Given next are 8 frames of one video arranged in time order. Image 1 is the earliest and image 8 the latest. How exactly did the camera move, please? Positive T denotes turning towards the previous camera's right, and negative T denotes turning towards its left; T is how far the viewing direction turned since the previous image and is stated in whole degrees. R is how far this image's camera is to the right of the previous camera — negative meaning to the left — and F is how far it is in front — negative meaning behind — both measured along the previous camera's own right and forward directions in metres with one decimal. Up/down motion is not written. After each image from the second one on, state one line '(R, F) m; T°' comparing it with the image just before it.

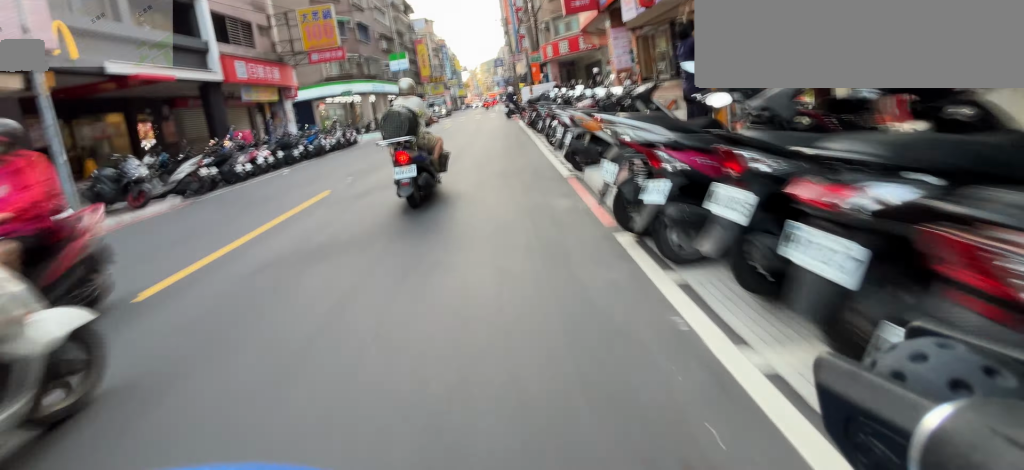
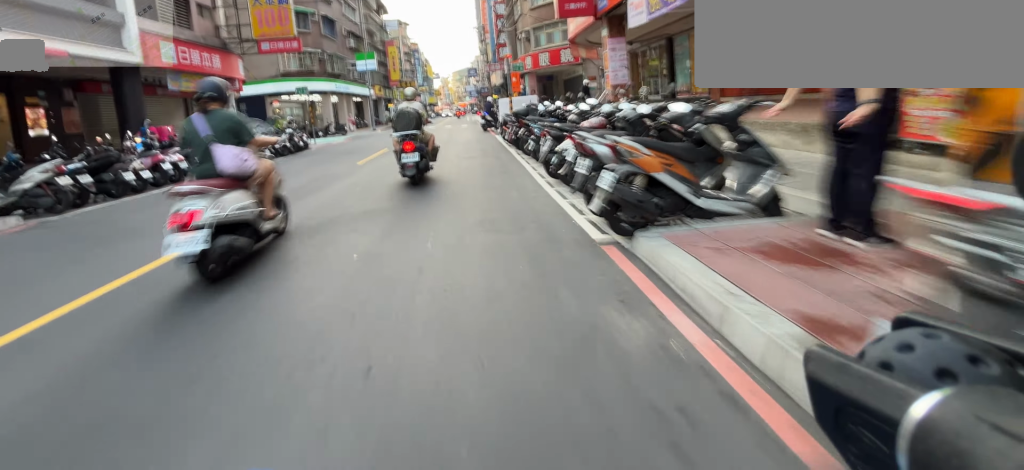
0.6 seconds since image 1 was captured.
(0.0, +2.1) m; +1°
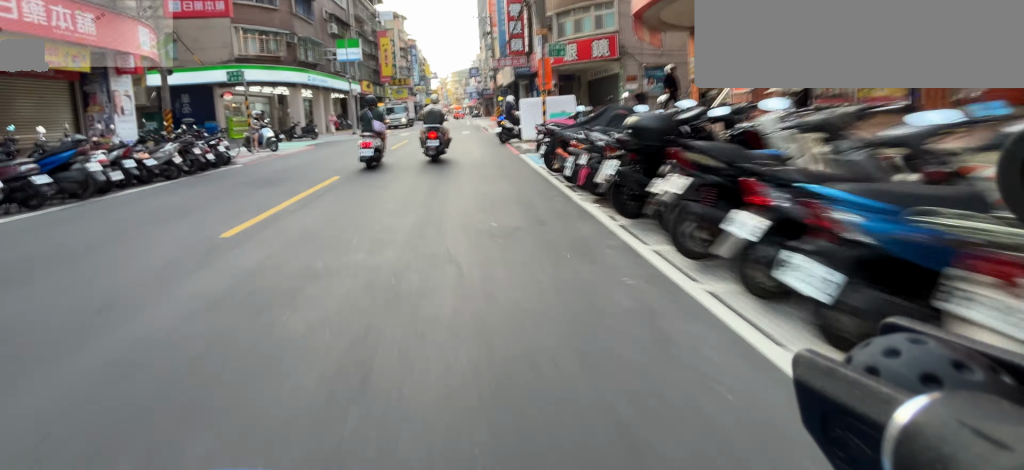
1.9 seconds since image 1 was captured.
(+0.1, +5.2) m; +2°
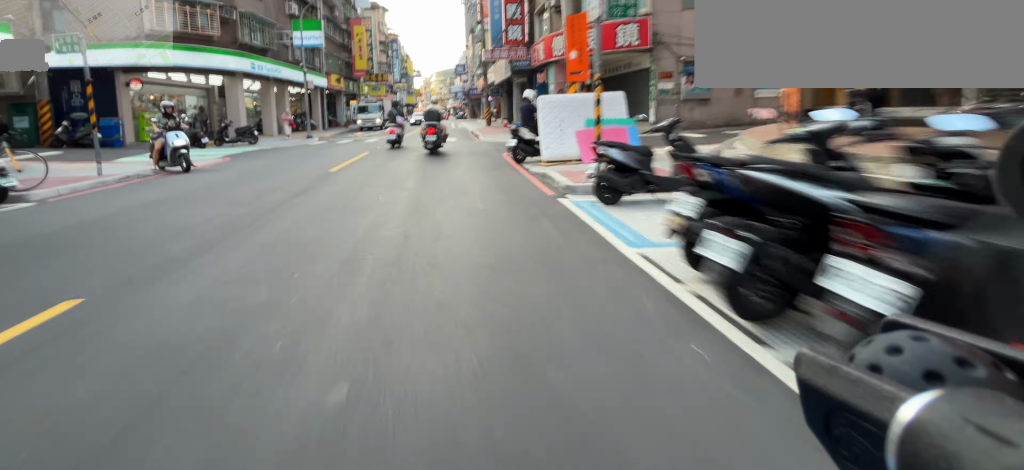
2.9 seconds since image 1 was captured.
(0.0, +4.6) m; +4°
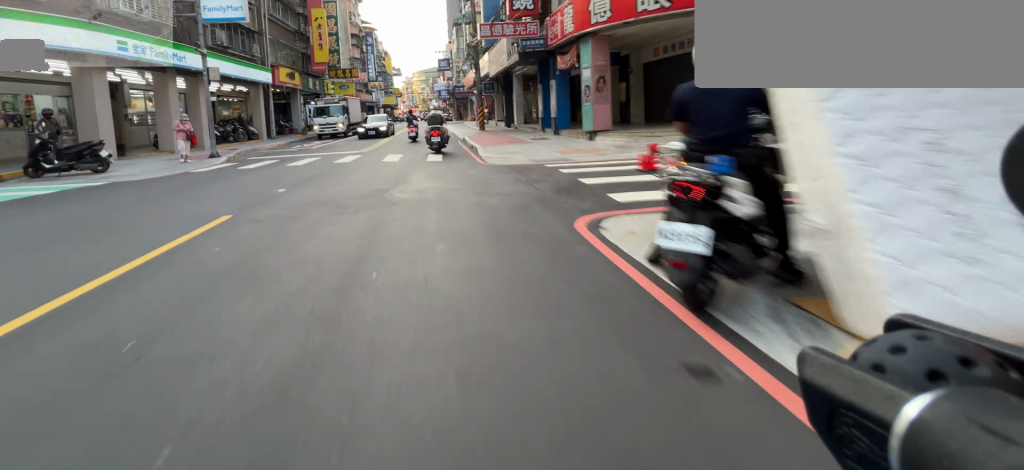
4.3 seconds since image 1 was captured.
(+0.5, +7.5) m; +9°
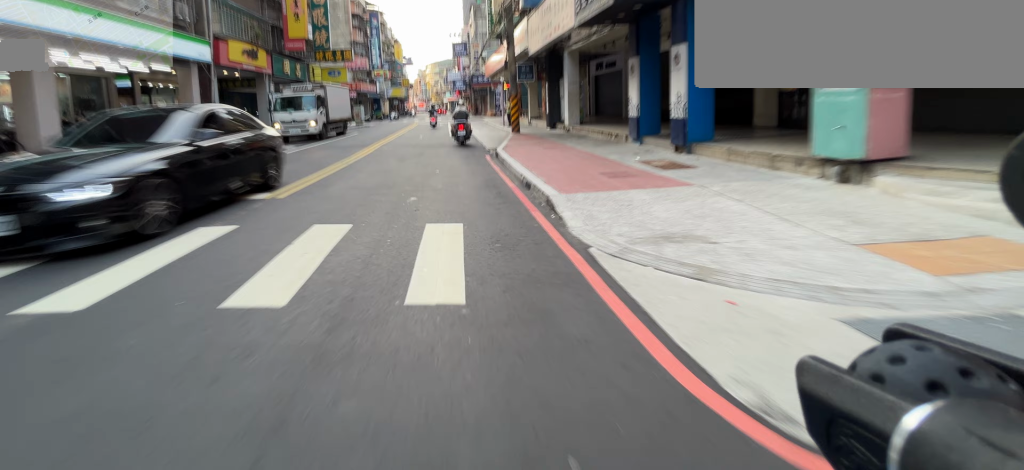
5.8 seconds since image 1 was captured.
(+0.2, +10.3) m; -2°
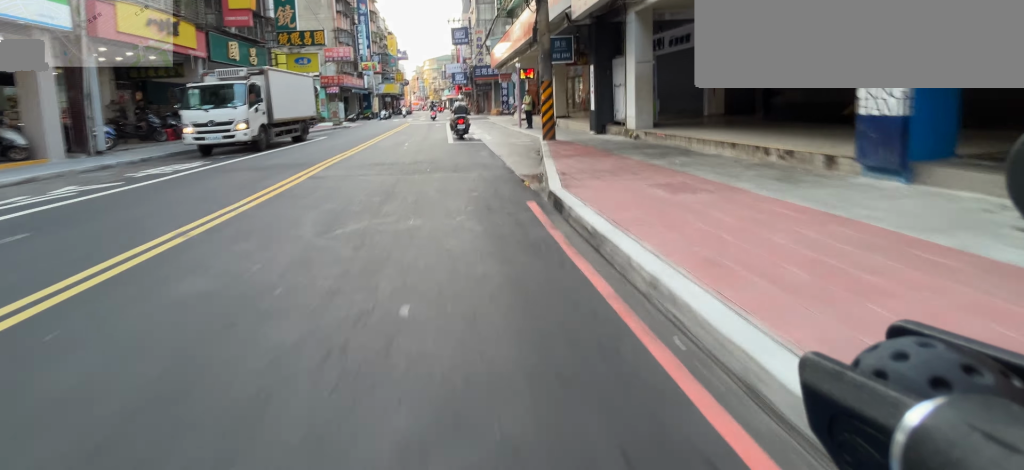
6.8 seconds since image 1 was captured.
(-0.3, +7.3) m; -3°
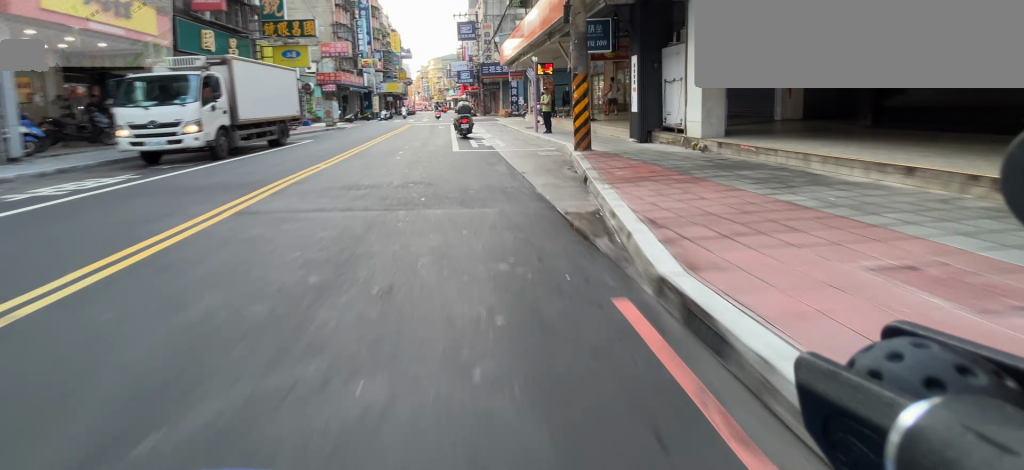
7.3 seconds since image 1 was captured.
(0.0, +3.1) m; 0°
